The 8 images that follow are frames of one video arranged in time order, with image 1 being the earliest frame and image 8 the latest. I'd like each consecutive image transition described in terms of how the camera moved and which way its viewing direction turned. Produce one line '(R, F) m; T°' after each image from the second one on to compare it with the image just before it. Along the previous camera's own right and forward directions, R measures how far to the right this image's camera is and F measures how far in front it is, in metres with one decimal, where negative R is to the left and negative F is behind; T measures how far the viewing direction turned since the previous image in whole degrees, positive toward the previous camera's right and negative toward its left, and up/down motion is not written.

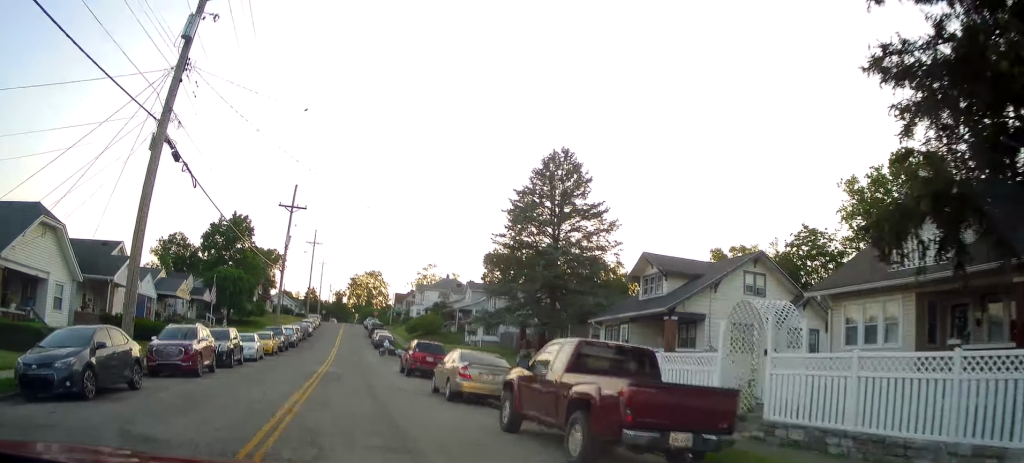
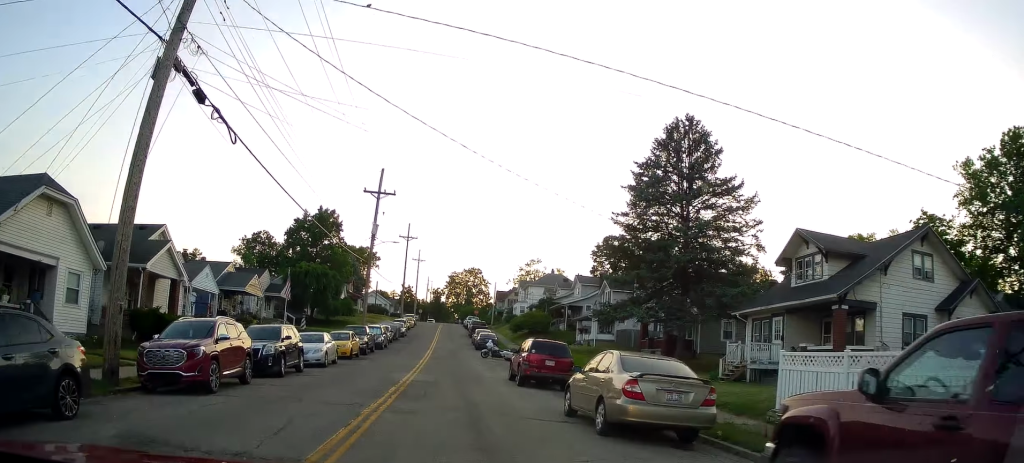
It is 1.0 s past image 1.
(-0.3, +5.4) m; 0°
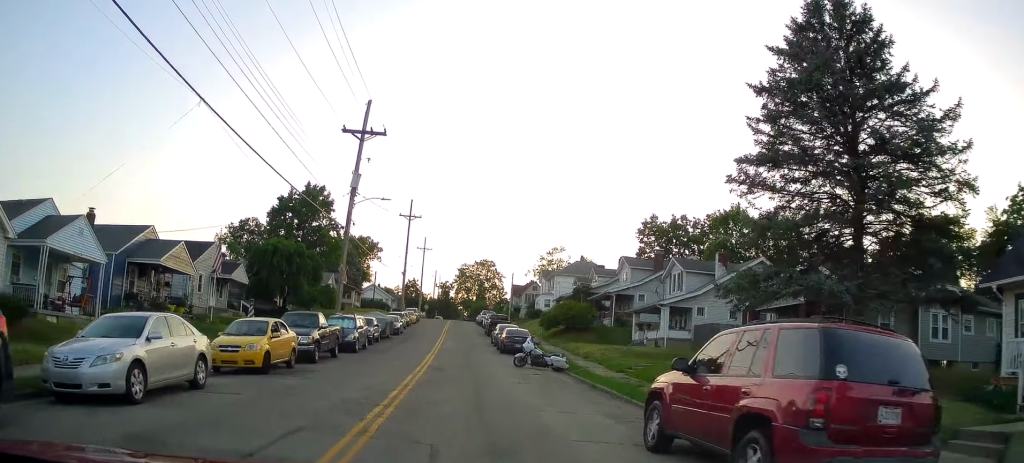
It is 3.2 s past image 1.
(-0.6, +14.7) m; -6°
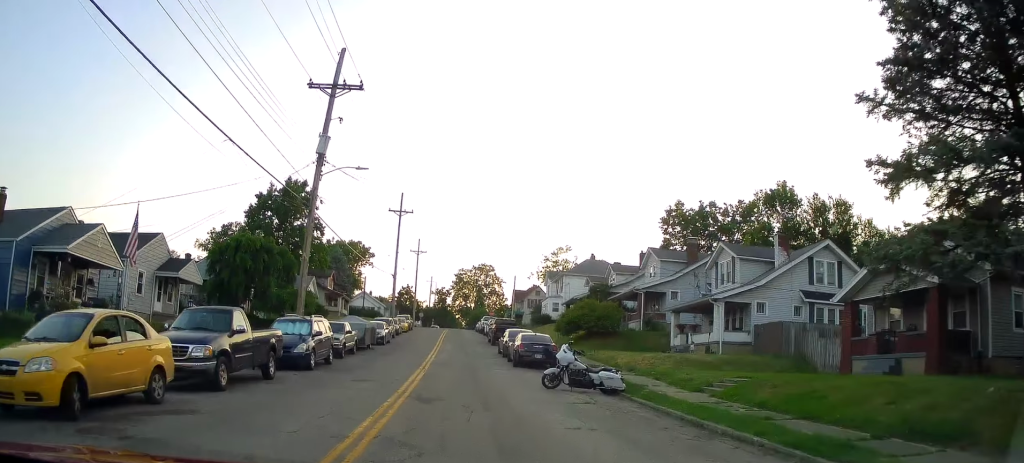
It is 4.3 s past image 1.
(0.0, +8.3) m; 0°
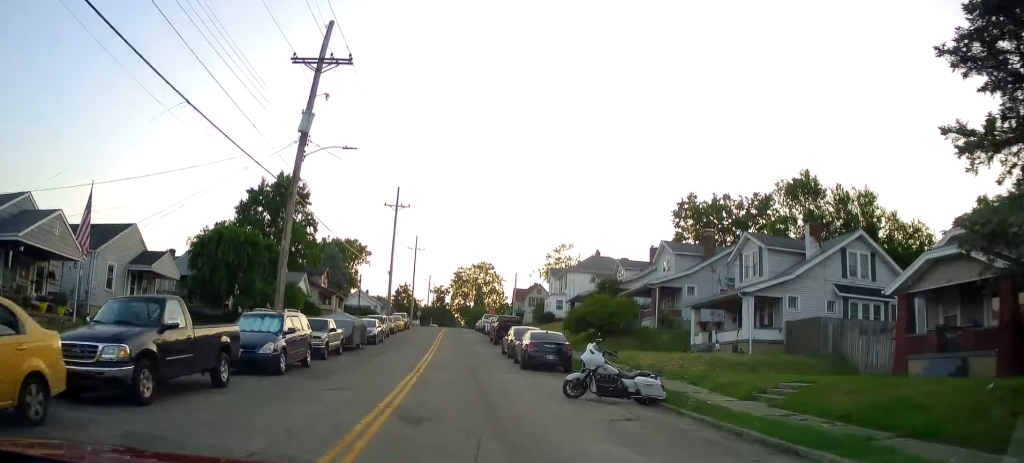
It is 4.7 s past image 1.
(0.0, +3.3) m; 0°
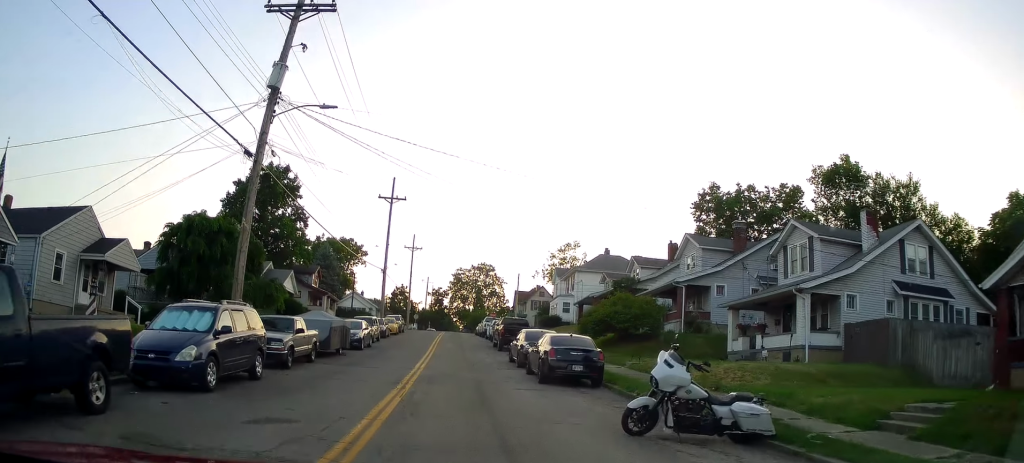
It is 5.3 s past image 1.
(0.0, +4.9) m; 0°
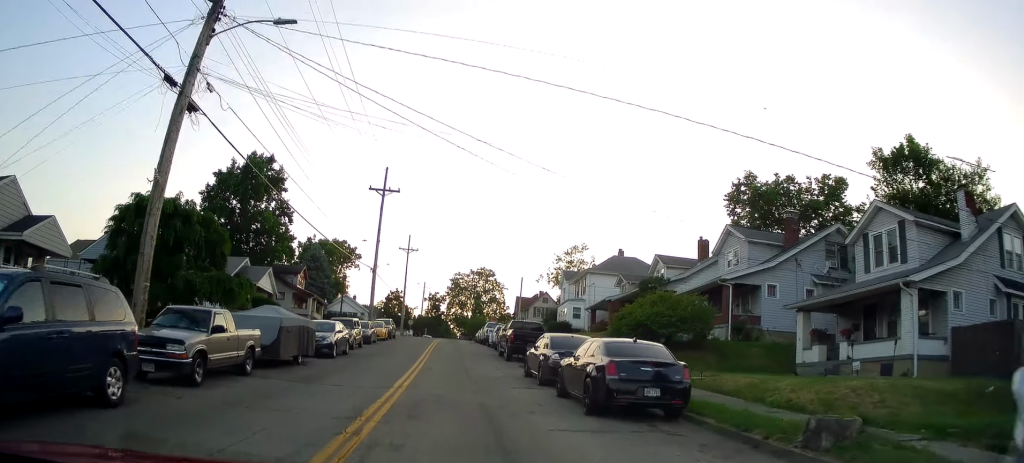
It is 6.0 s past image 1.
(0.0, +6.6) m; 0°
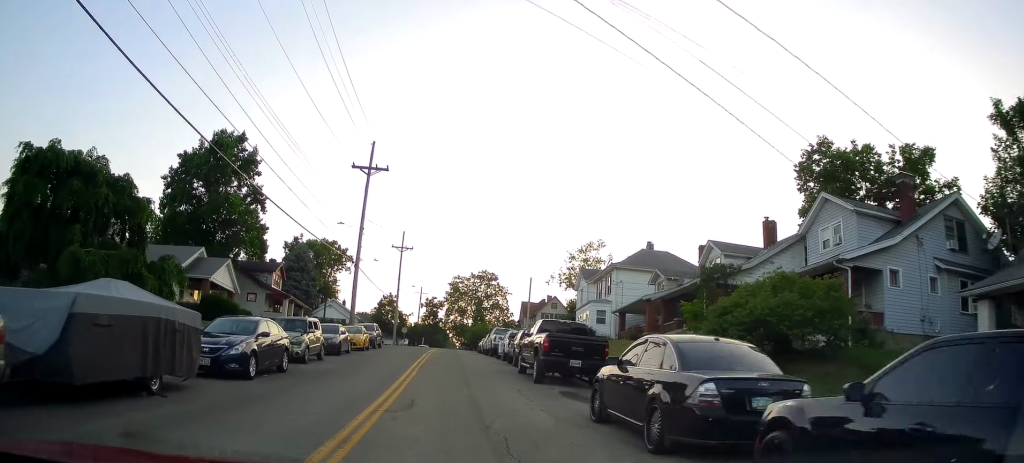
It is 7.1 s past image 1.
(0.0, +10.0) m; 0°
